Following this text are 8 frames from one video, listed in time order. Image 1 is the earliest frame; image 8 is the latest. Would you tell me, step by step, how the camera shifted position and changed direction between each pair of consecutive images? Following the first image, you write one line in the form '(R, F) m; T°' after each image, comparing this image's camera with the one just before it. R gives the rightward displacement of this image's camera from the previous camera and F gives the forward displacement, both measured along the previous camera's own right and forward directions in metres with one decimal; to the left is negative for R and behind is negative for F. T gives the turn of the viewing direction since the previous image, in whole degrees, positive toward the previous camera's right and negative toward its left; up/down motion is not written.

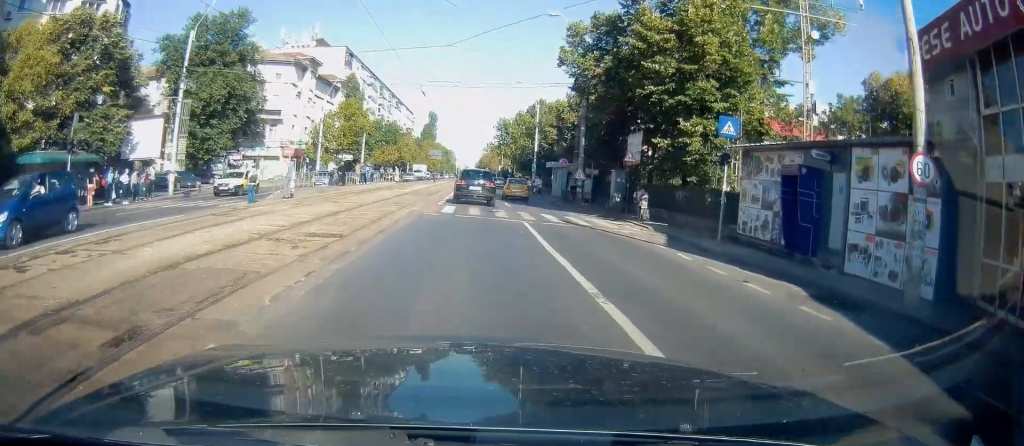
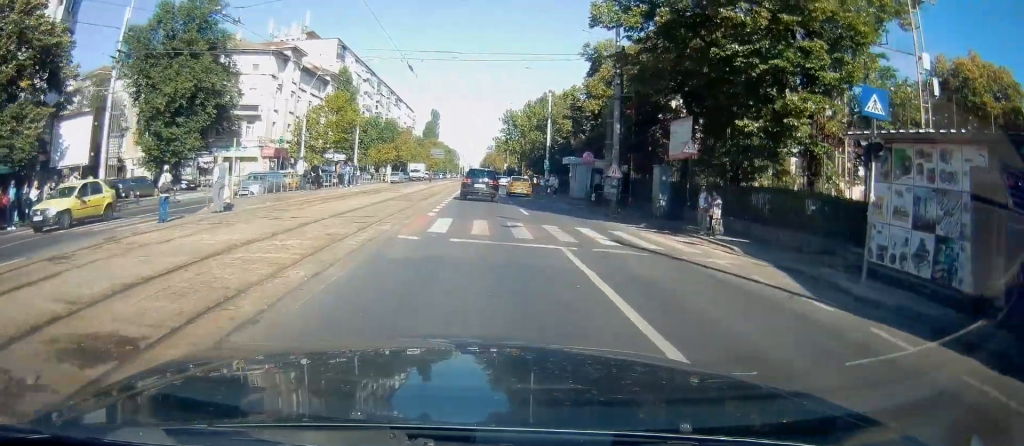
(0.0, +7.0) m; 0°
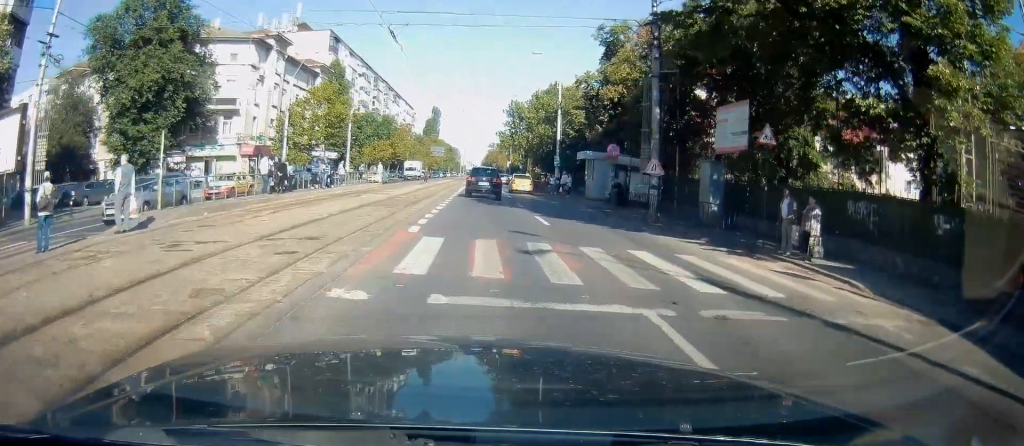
(0.0, +5.3) m; 0°
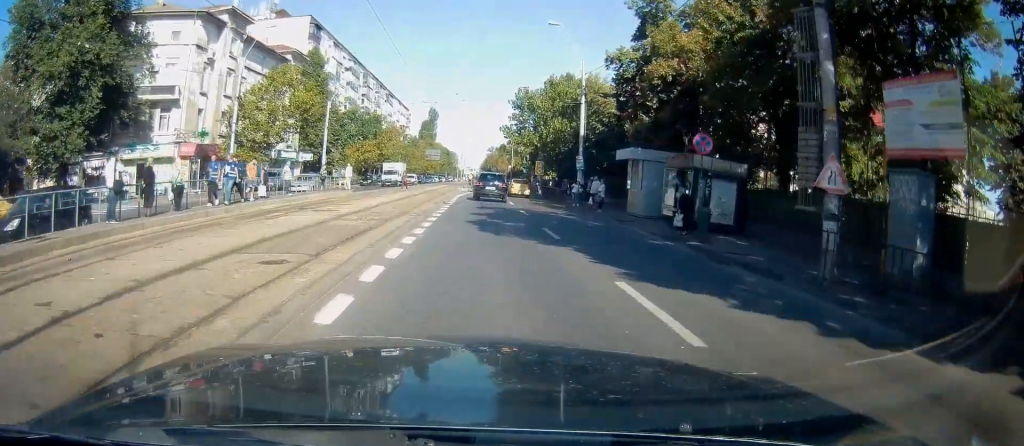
(0.0, +11.0) m; +1°
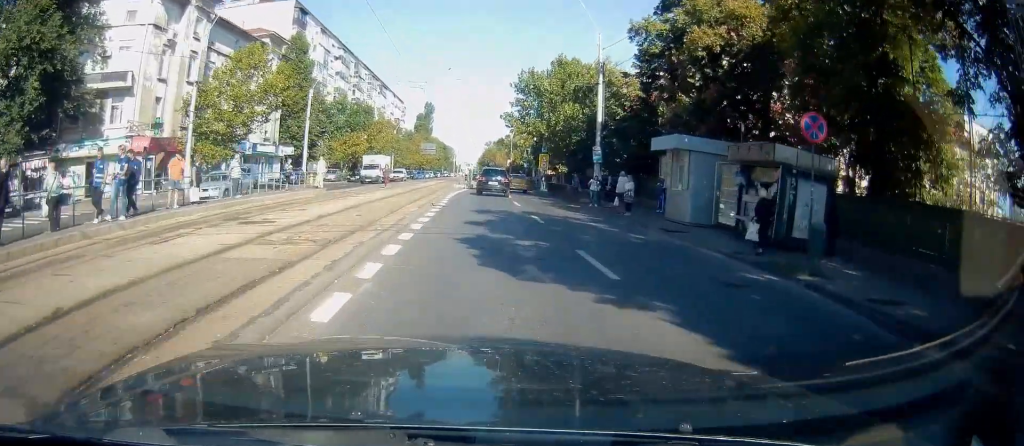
(+0.2, +5.8) m; 0°
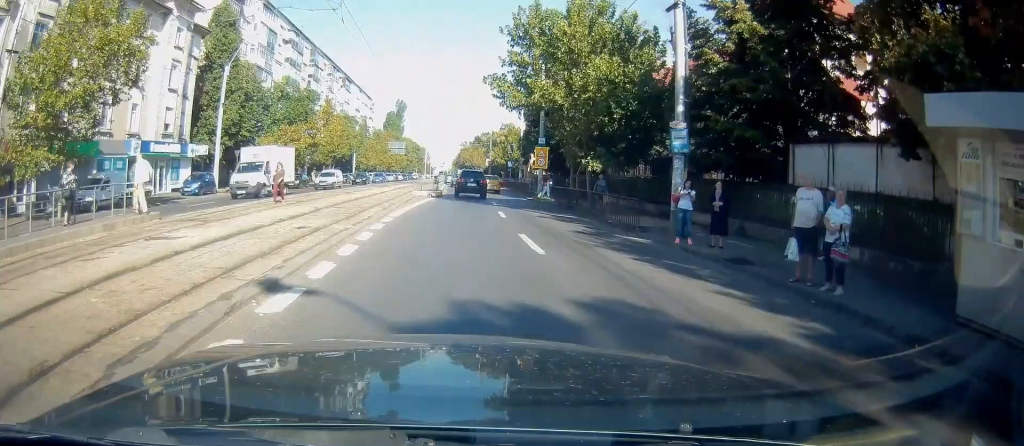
(-0.2, +15.0) m; 0°
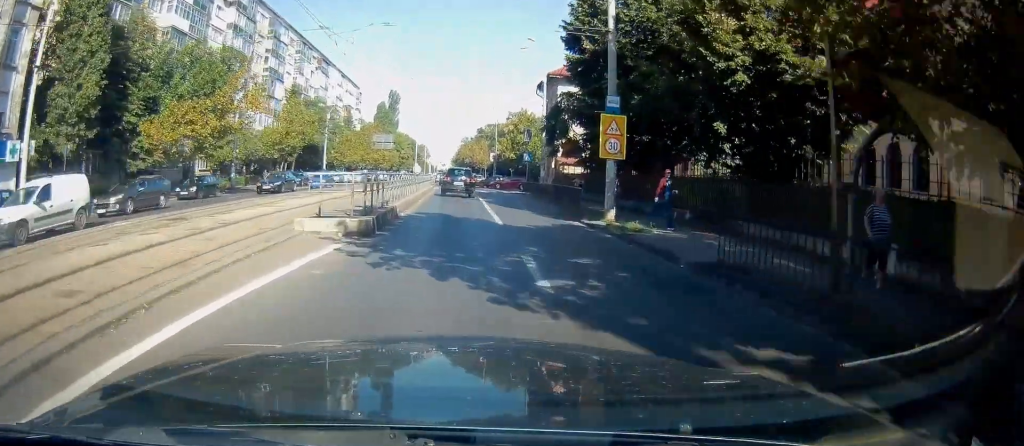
(0.0, +20.4) m; -1°
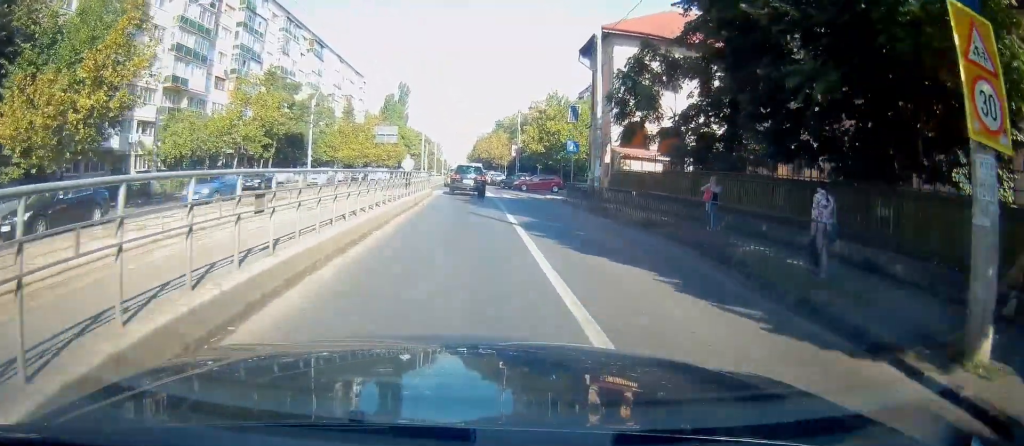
(-0.3, +14.8) m; -1°
